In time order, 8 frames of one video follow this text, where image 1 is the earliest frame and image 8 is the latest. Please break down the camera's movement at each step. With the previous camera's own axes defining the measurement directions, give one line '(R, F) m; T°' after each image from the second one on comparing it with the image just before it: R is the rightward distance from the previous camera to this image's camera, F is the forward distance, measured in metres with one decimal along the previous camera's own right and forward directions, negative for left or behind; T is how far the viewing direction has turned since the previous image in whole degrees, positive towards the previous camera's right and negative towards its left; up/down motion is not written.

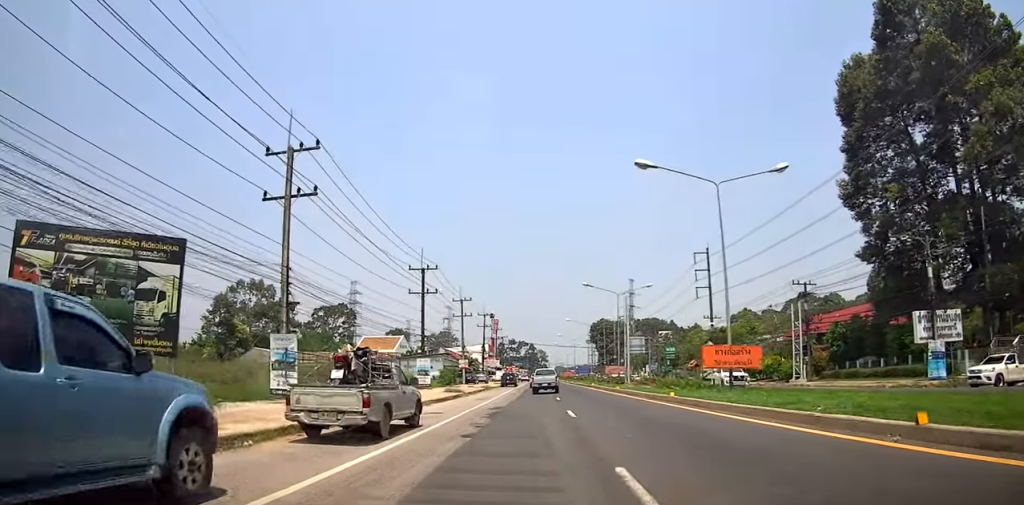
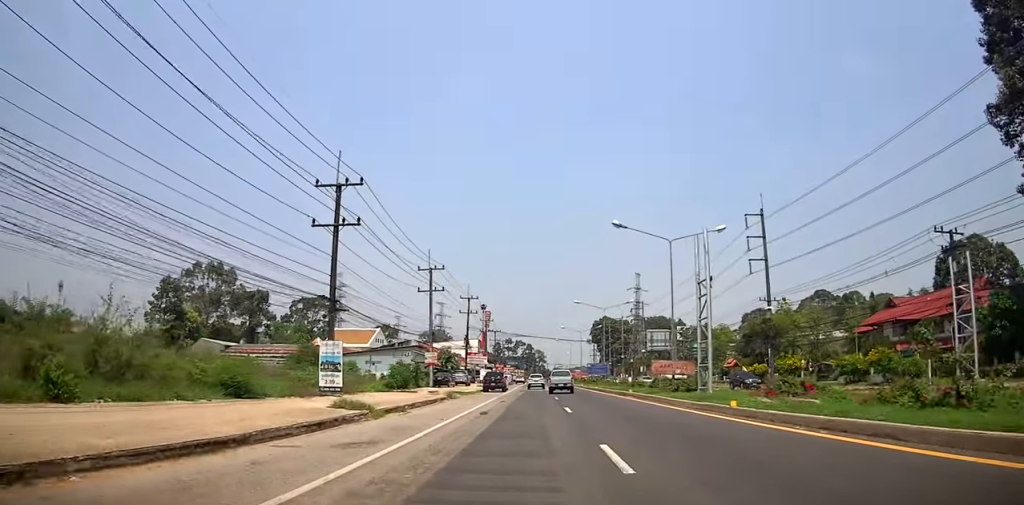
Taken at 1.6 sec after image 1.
(-0.3, +22.9) m; +1°
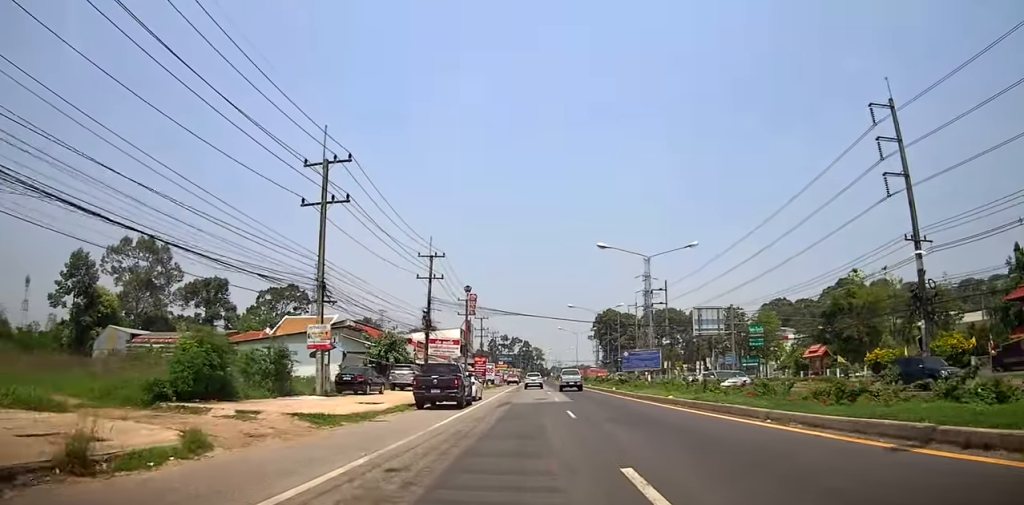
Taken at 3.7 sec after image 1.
(+1.3, +28.8) m; +3°
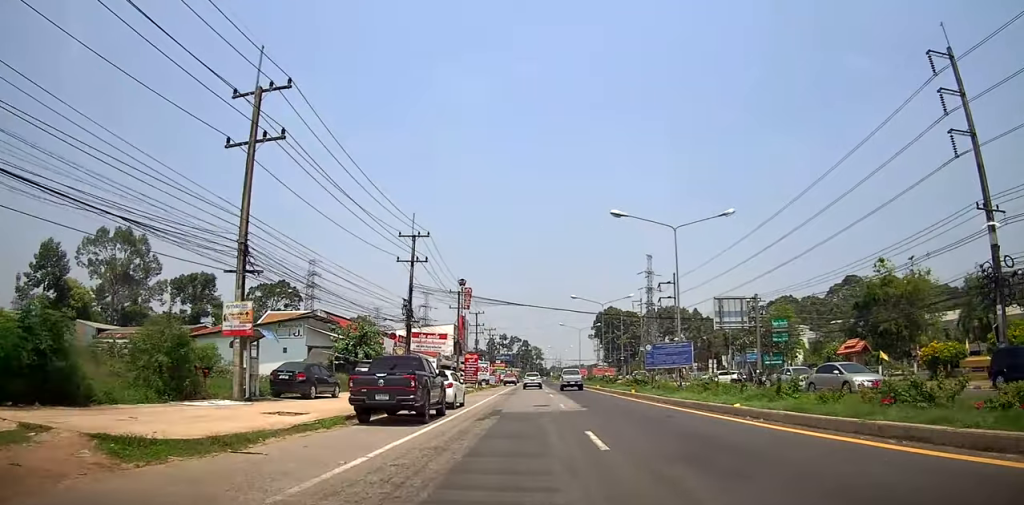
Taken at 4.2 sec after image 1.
(-0.2, +7.9) m; 0°
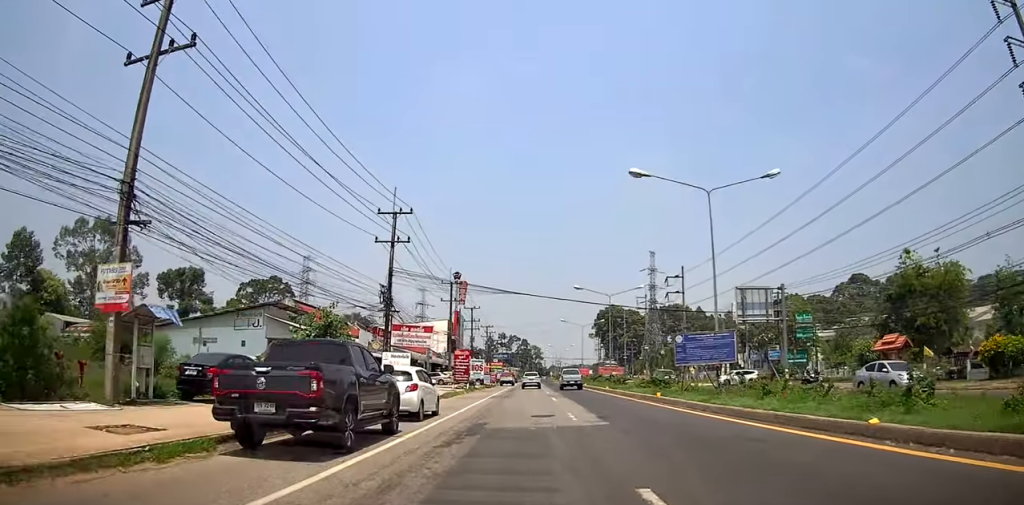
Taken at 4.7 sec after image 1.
(0.0, +6.7) m; 0°
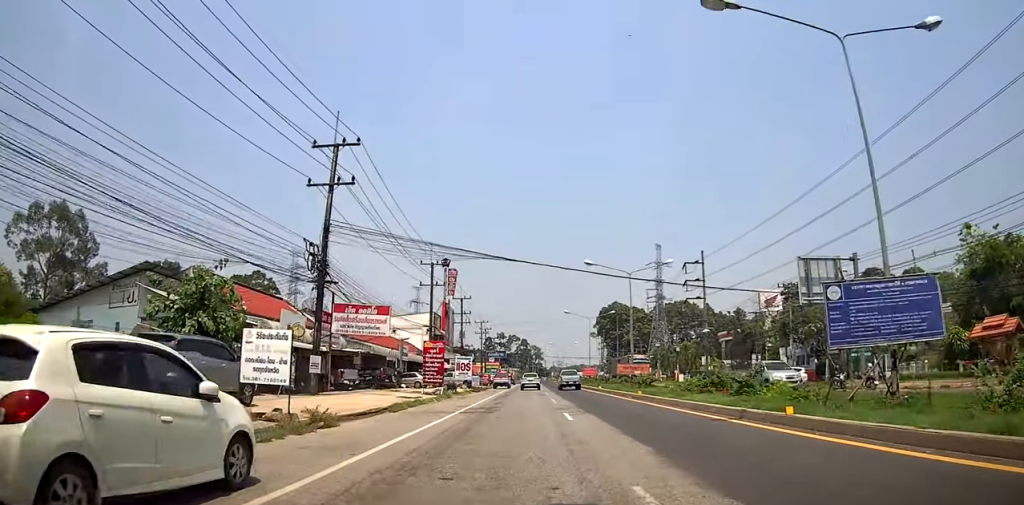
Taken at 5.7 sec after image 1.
(+0.1, +13.1) m; +1°
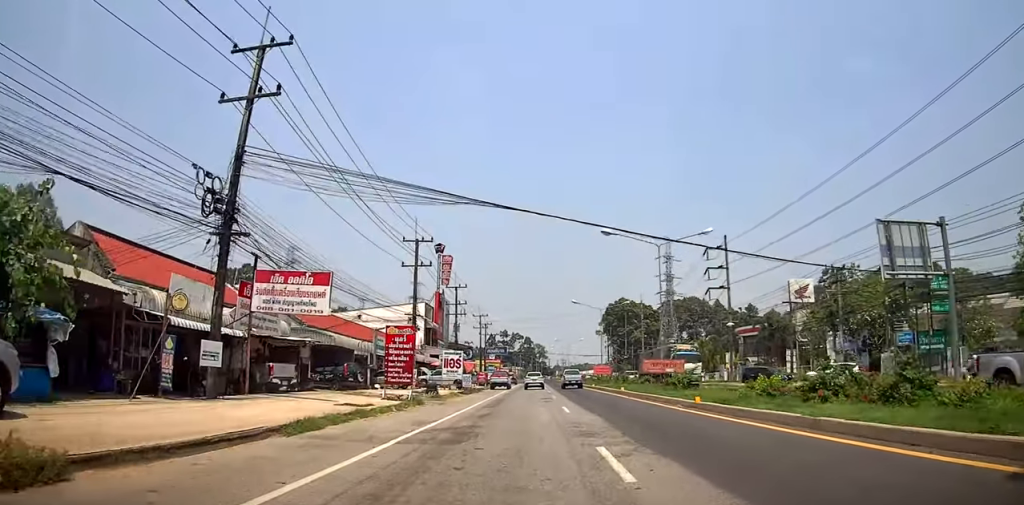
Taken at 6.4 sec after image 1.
(0.0, +9.8) m; 0°
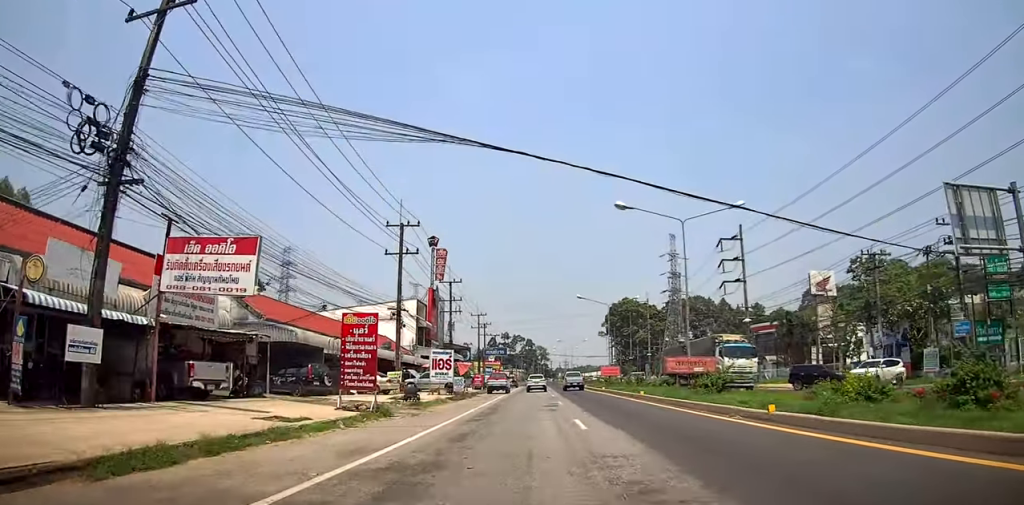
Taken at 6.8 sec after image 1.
(0.0, +6.1) m; +1°
